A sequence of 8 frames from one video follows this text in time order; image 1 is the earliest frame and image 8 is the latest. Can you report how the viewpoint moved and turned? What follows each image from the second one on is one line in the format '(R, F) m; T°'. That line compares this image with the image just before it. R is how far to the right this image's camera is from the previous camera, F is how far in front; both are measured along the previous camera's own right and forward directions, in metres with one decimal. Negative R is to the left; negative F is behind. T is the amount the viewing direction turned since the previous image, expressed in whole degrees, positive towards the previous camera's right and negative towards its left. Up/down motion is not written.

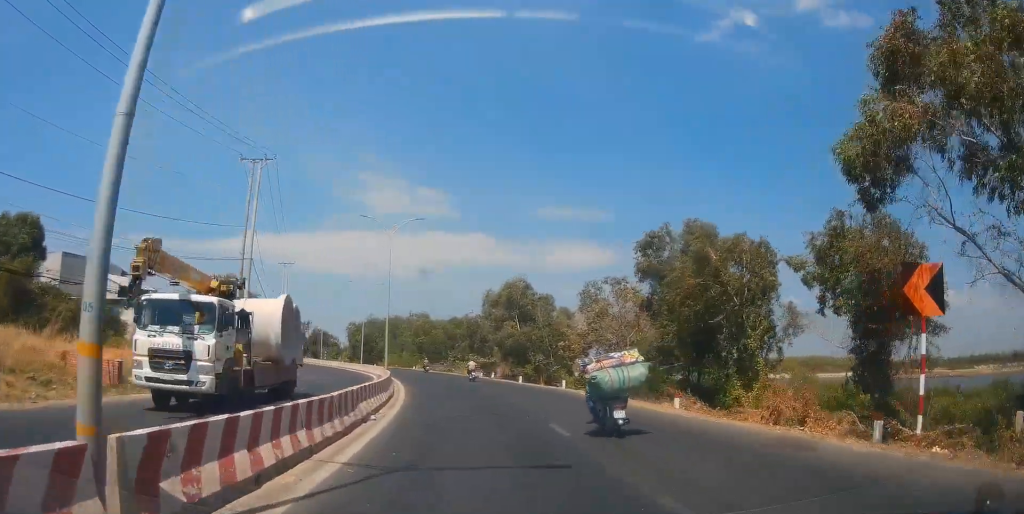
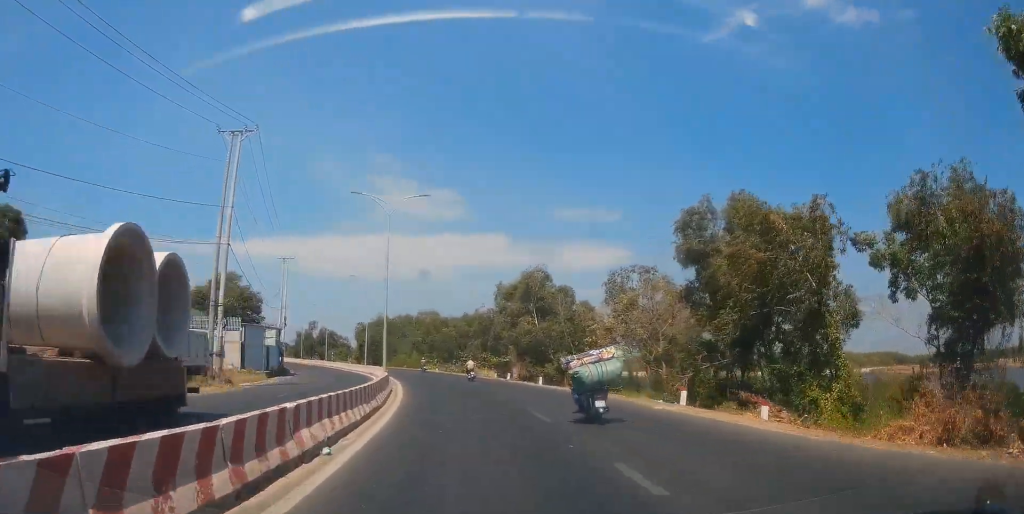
(-0.2, +5.8) m; -2°
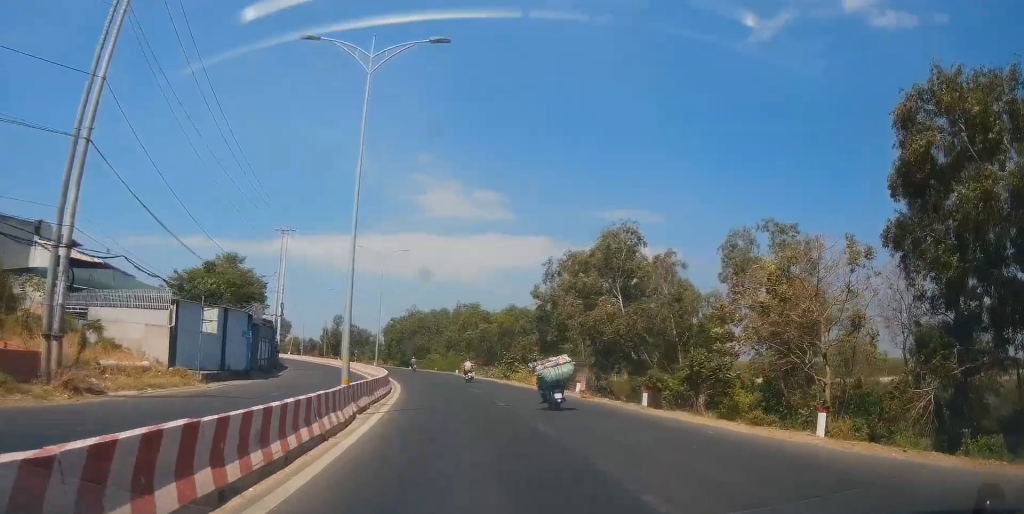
(-0.5, +18.0) m; -2°
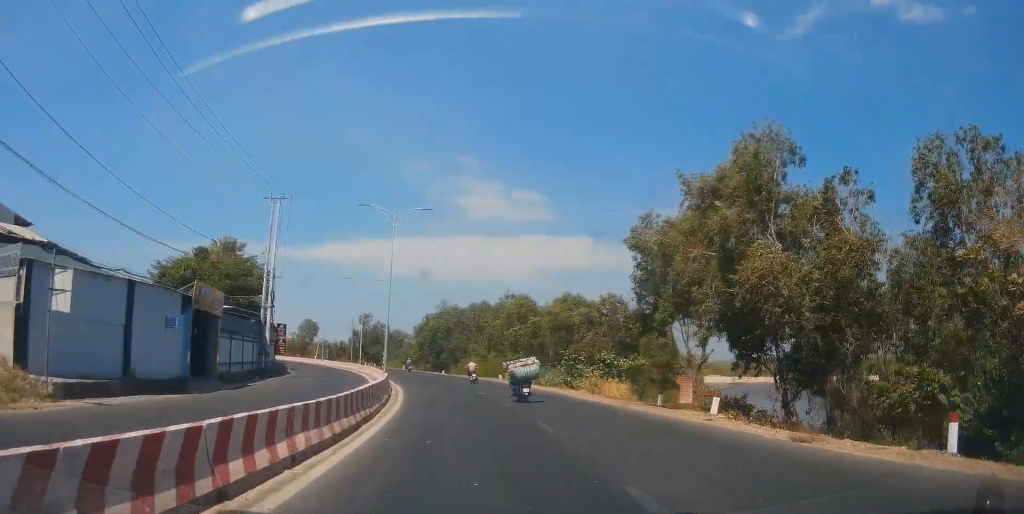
(0.0, +15.7) m; 0°
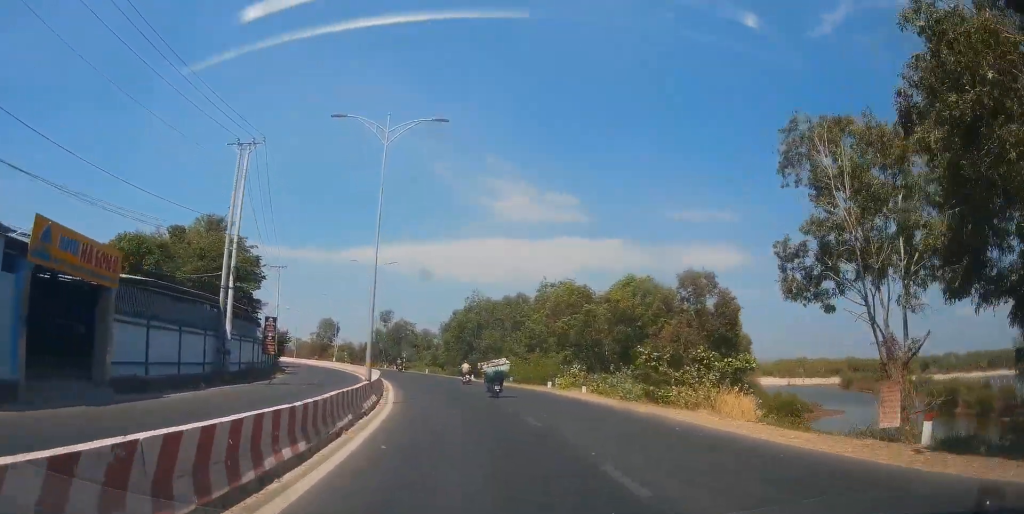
(-0.3, +14.5) m; -6°
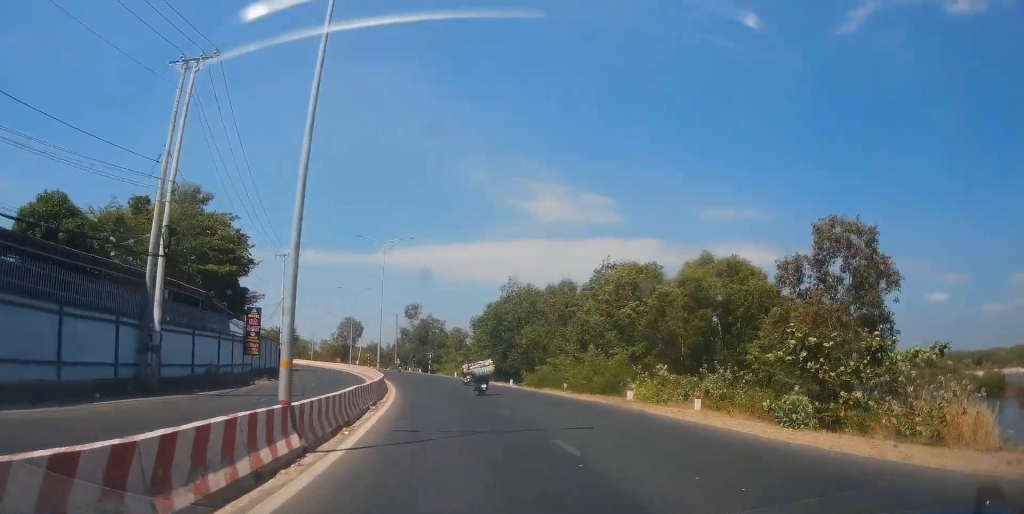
(-1.0, +12.3) m; -4°
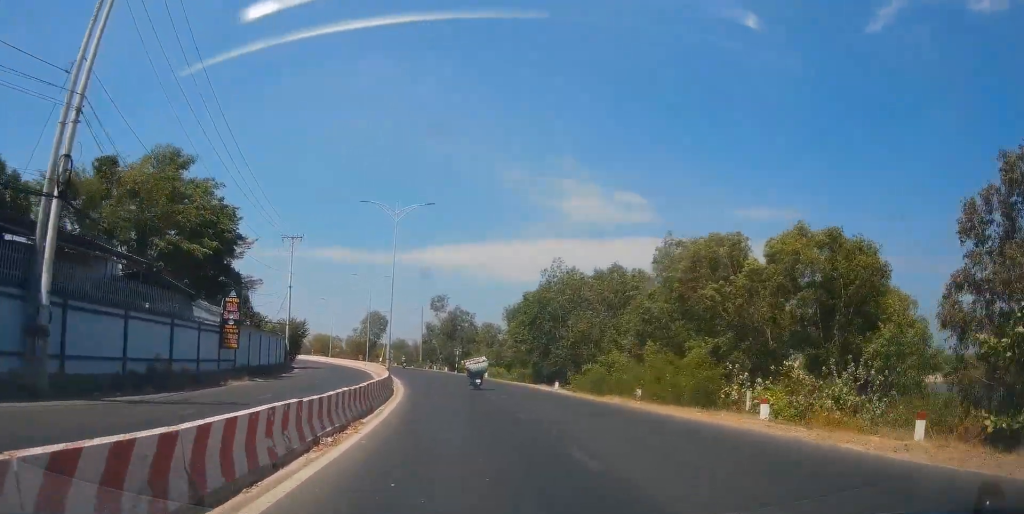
(0.0, +9.6) m; 0°
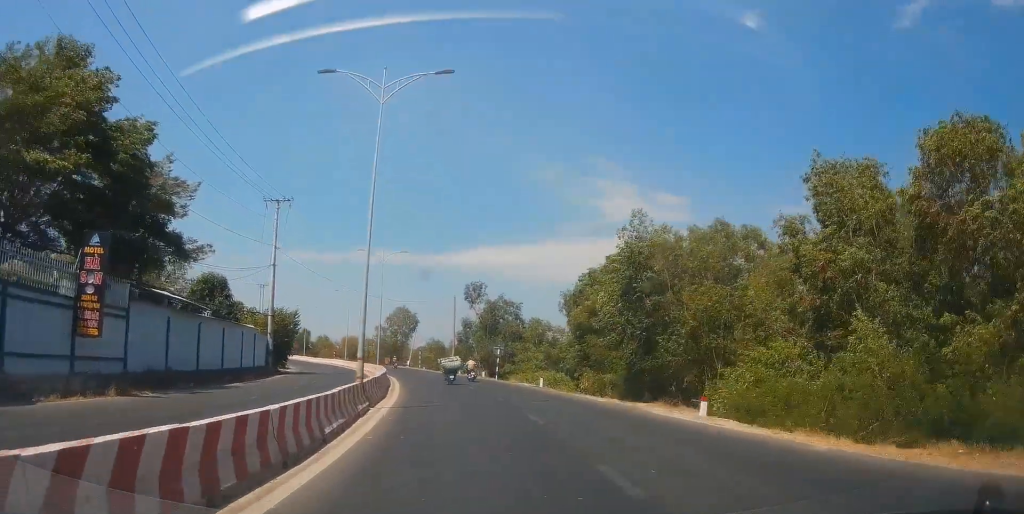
(-0.7, +18.1) m; -6°
